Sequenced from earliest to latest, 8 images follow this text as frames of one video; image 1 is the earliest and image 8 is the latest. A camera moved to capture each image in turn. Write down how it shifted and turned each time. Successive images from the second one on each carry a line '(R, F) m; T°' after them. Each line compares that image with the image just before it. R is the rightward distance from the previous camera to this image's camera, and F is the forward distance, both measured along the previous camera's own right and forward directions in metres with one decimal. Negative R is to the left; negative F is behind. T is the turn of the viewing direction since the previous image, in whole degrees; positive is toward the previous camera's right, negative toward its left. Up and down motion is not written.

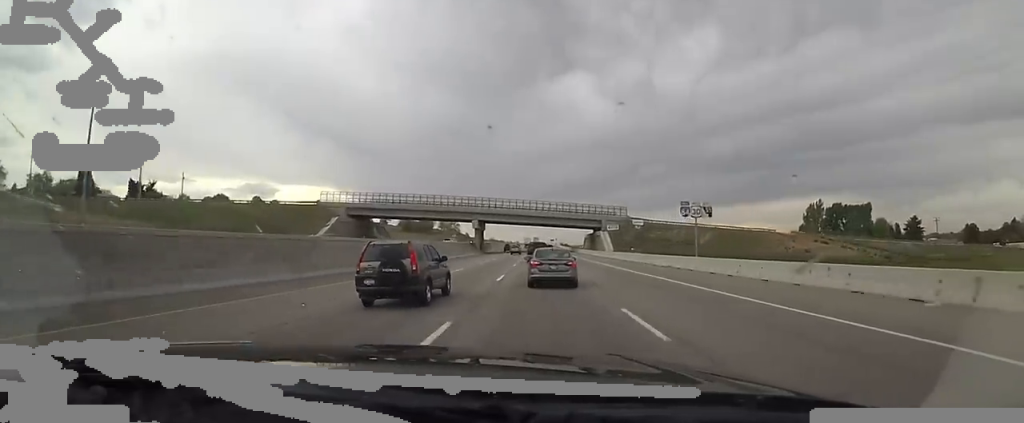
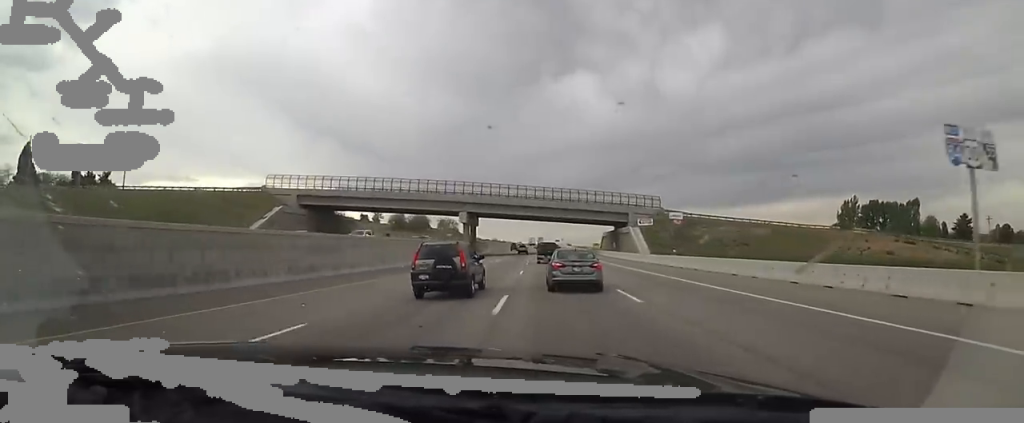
(-0.6, +25.4) m; -1°
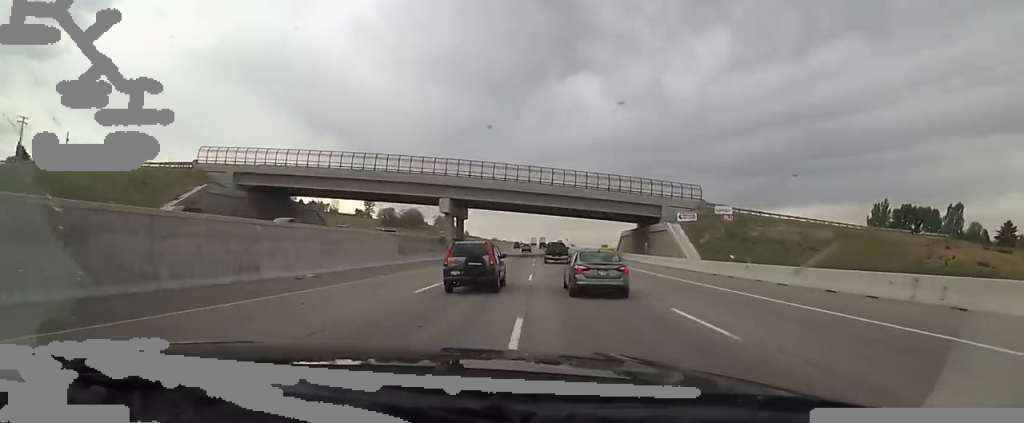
(-0.3, +20.0) m; 0°
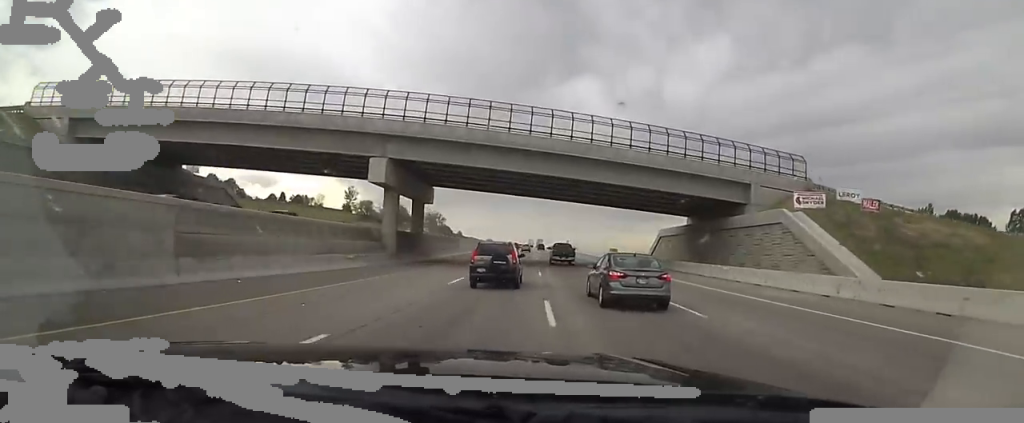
(+0.5, +26.7) m; +2°
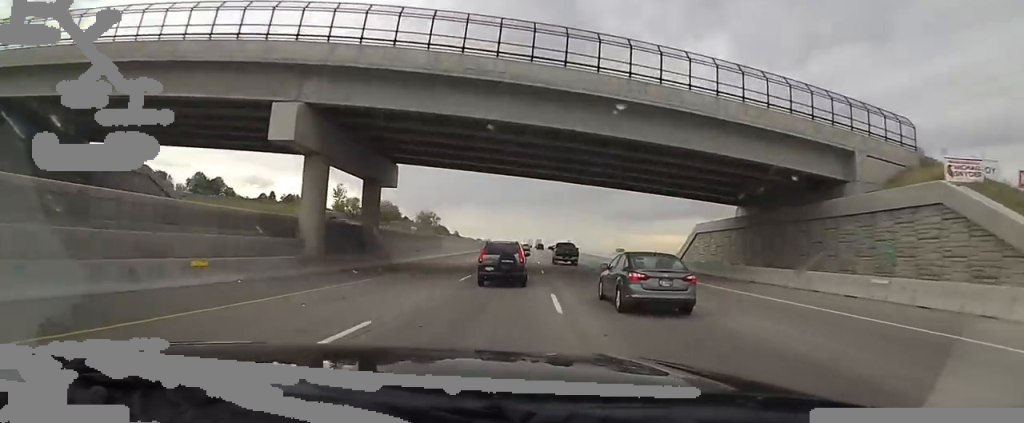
(+0.2, +13.7) m; 0°
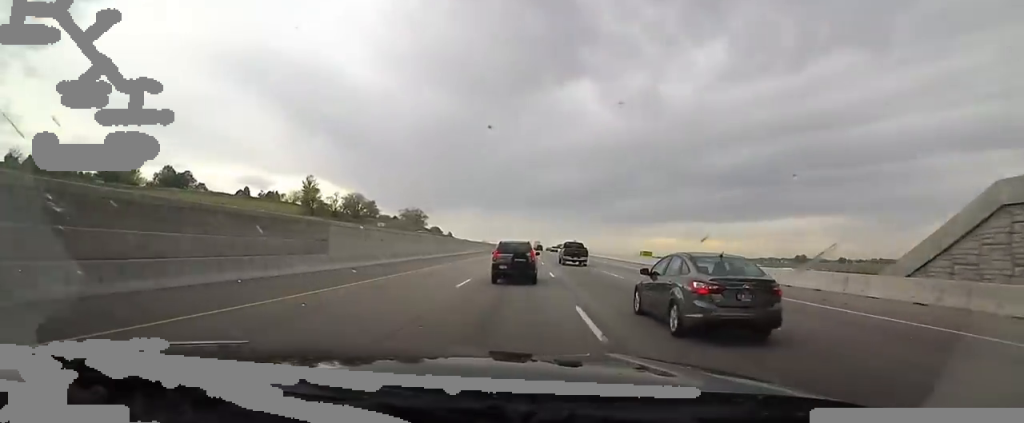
(-0.1, +32.9) m; -2°
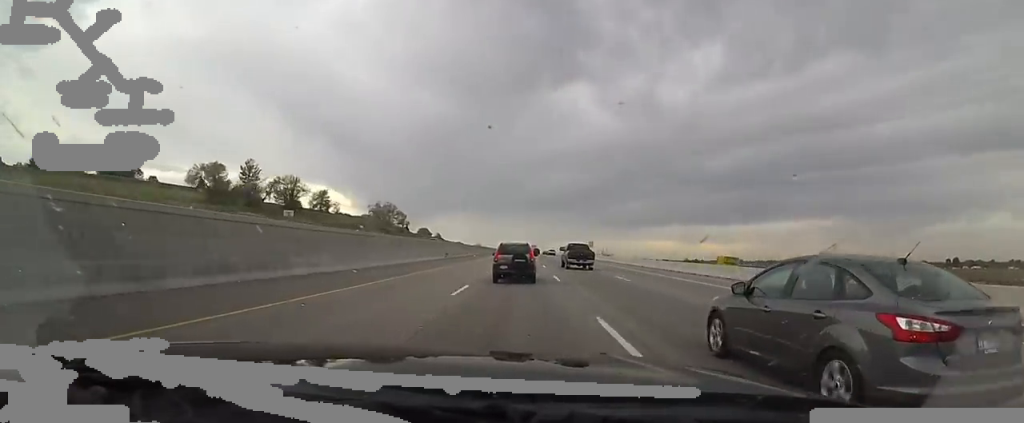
(-1.0, +46.2) m; 0°
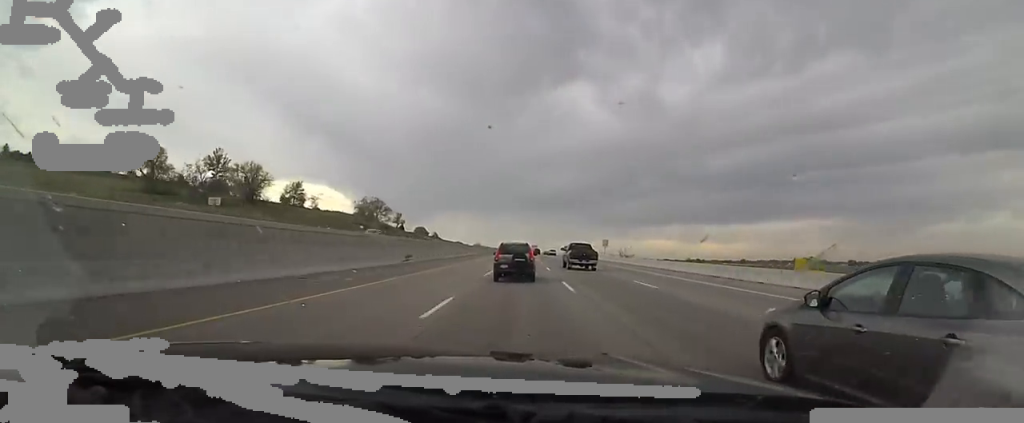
(+0.2, +18.9) m; +2°
